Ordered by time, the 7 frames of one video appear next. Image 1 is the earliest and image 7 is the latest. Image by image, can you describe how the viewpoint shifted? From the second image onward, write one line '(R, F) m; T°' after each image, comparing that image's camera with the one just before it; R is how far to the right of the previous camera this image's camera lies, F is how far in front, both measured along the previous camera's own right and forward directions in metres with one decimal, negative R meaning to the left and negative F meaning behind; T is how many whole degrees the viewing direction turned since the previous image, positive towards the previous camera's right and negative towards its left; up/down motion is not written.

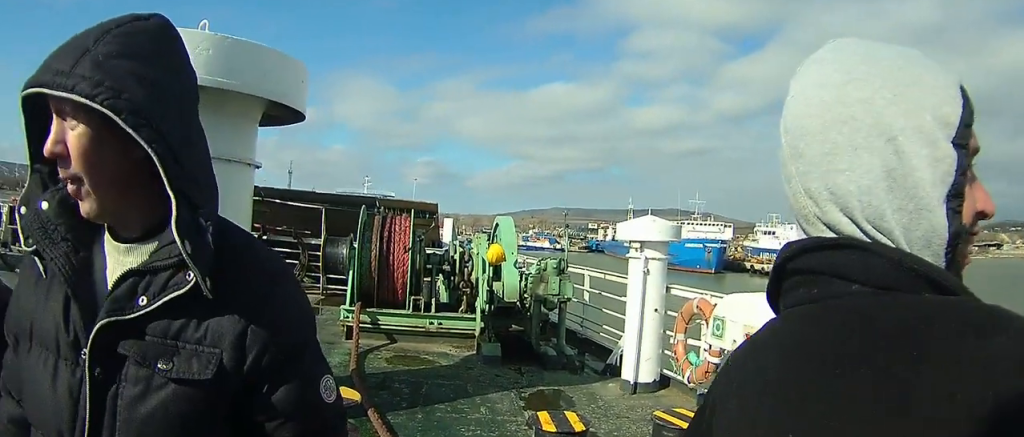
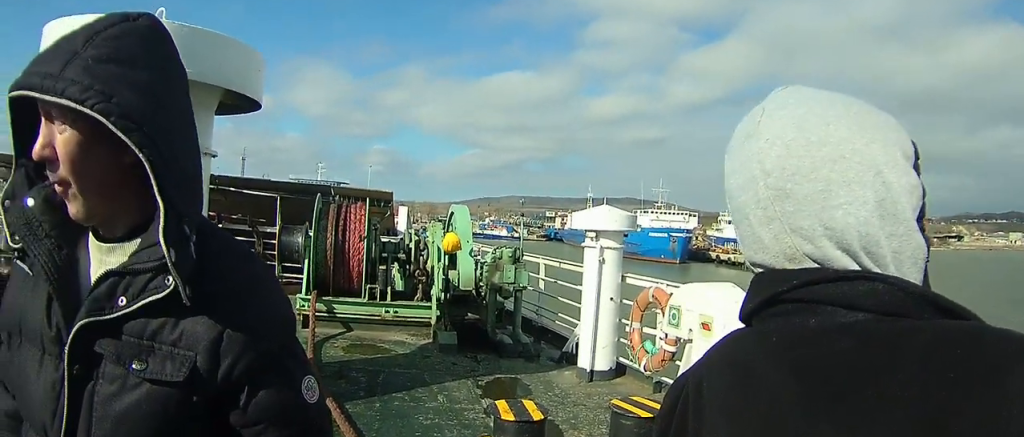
(-0.1, +5.4) m; -1°
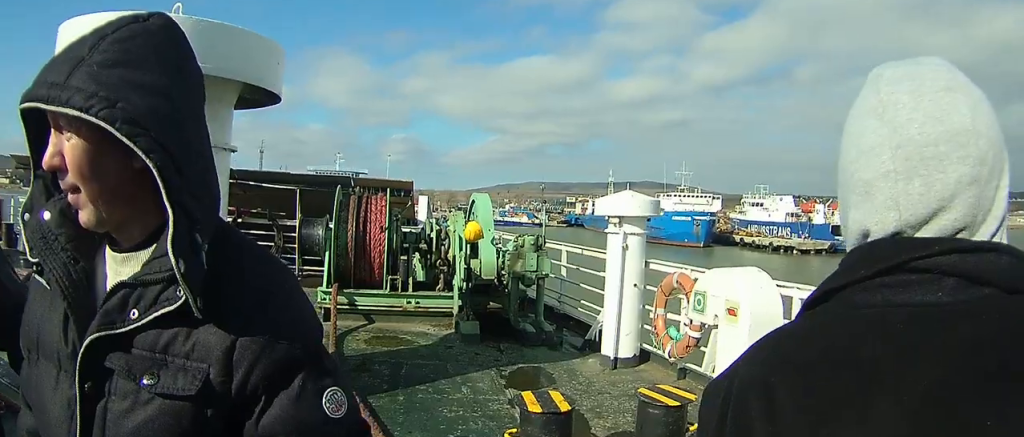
(0.0, +2.2) m; 0°
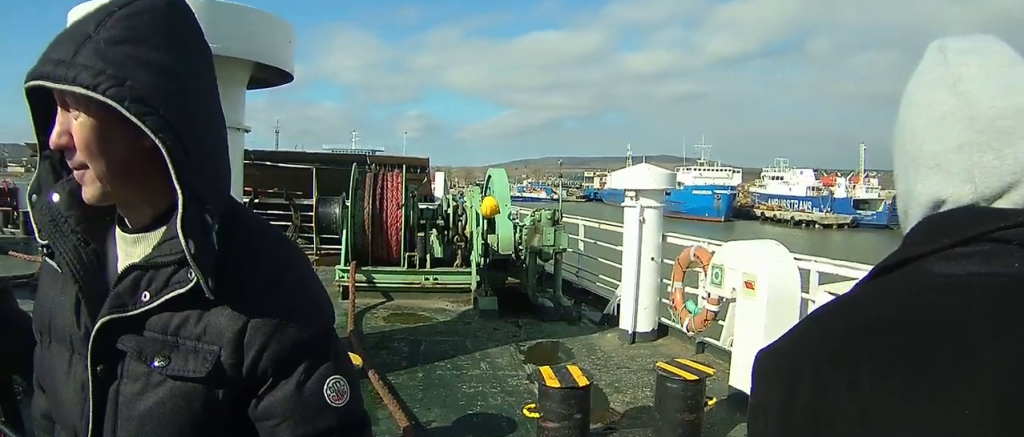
(0.0, +1.5) m; 0°
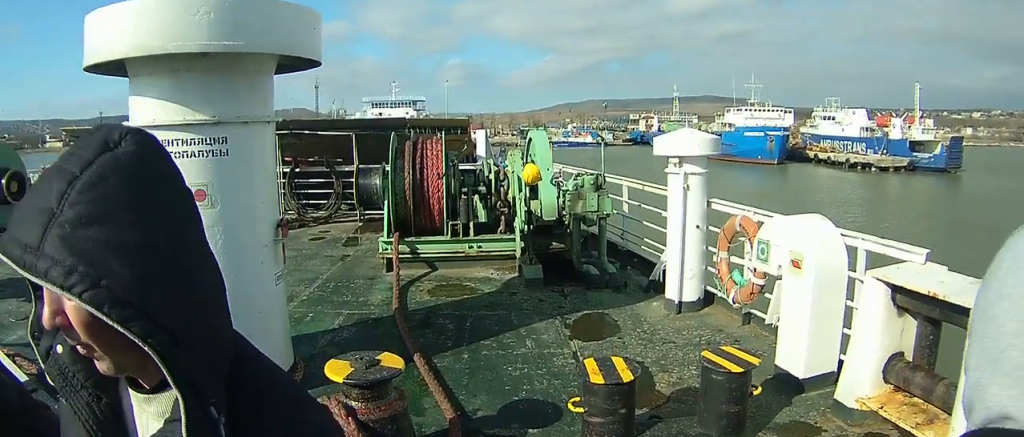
(0.0, +4.0) m; 0°
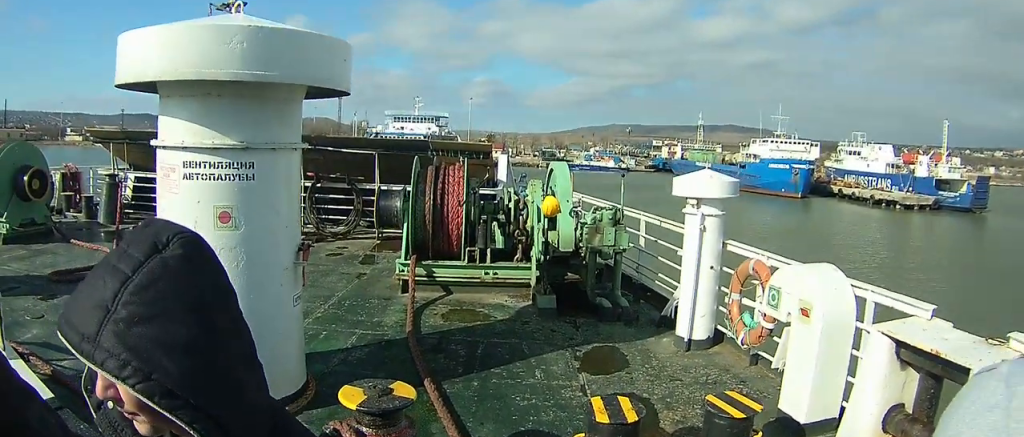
(0.0, +1.9) m; 0°
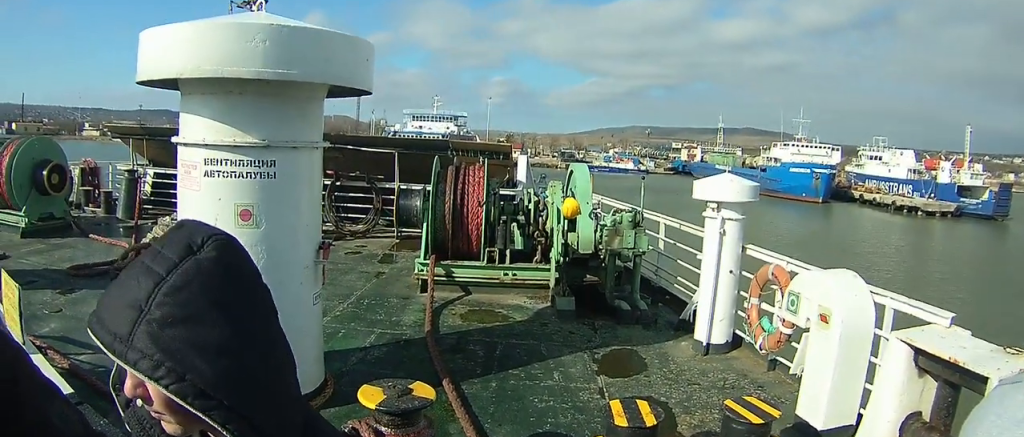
(0.0, +1.2) m; -1°
